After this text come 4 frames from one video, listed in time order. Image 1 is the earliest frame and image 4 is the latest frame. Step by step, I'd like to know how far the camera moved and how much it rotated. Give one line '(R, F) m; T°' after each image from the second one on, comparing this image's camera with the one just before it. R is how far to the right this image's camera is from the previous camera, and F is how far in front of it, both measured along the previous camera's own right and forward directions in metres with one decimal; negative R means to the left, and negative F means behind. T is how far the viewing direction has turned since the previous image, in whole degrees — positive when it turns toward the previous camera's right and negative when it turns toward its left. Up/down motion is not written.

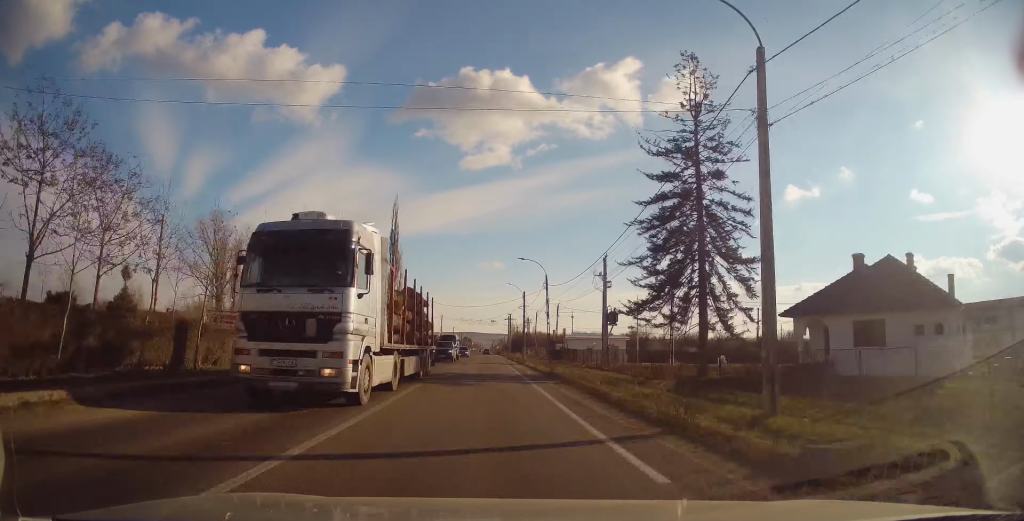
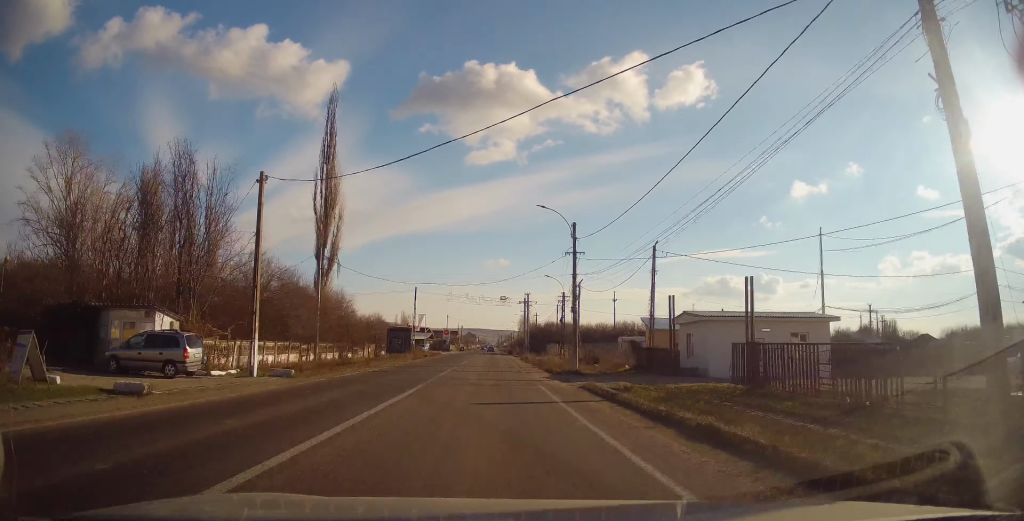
(-0.6, +44.0) m; -1°
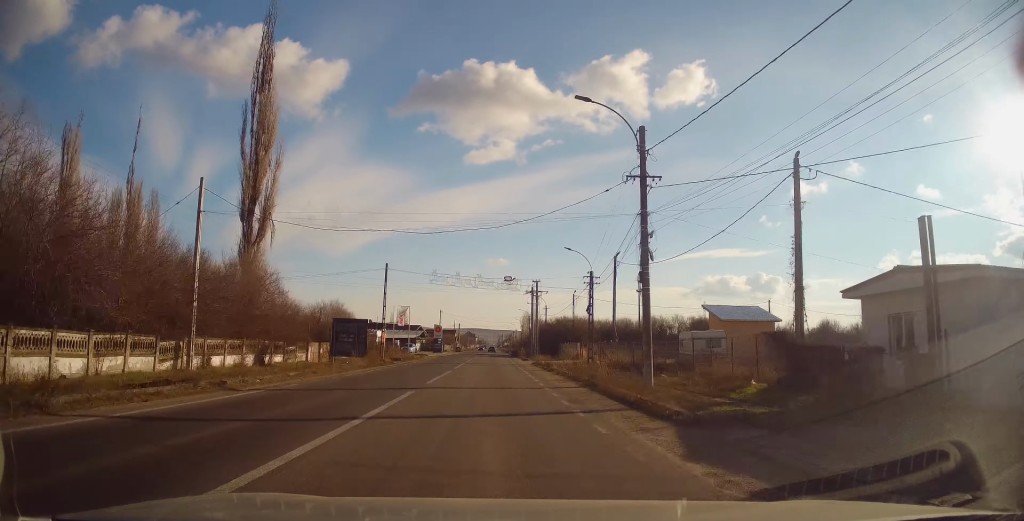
(-0.3, +17.4) m; -1°
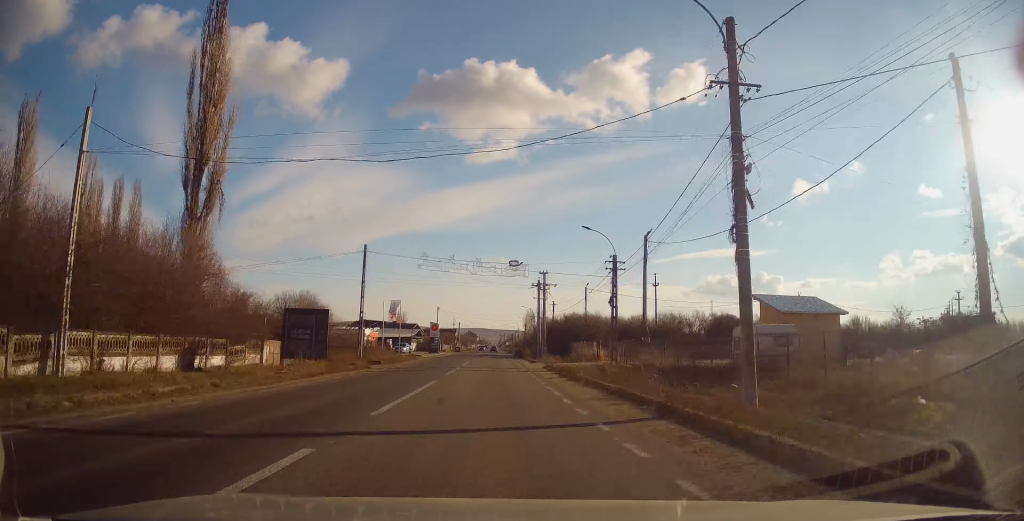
(-0.2, +8.1) m; 0°
